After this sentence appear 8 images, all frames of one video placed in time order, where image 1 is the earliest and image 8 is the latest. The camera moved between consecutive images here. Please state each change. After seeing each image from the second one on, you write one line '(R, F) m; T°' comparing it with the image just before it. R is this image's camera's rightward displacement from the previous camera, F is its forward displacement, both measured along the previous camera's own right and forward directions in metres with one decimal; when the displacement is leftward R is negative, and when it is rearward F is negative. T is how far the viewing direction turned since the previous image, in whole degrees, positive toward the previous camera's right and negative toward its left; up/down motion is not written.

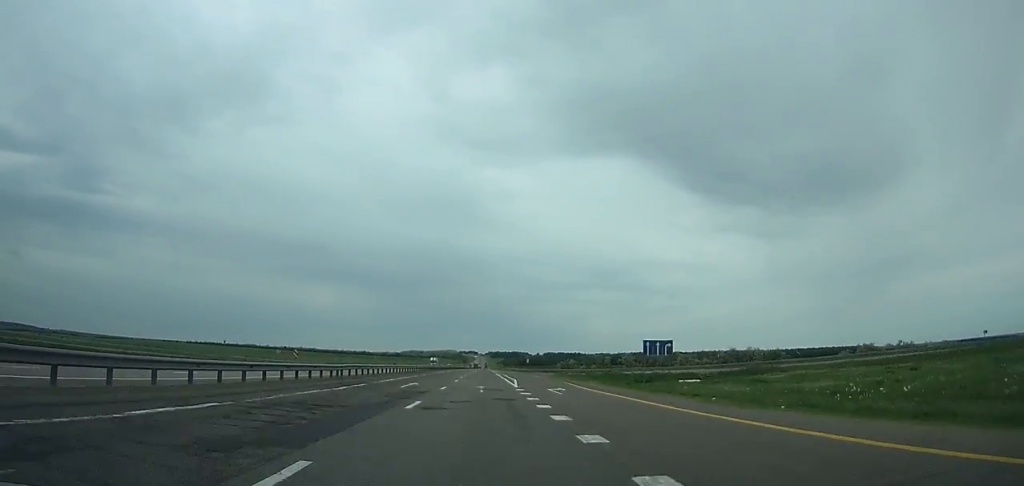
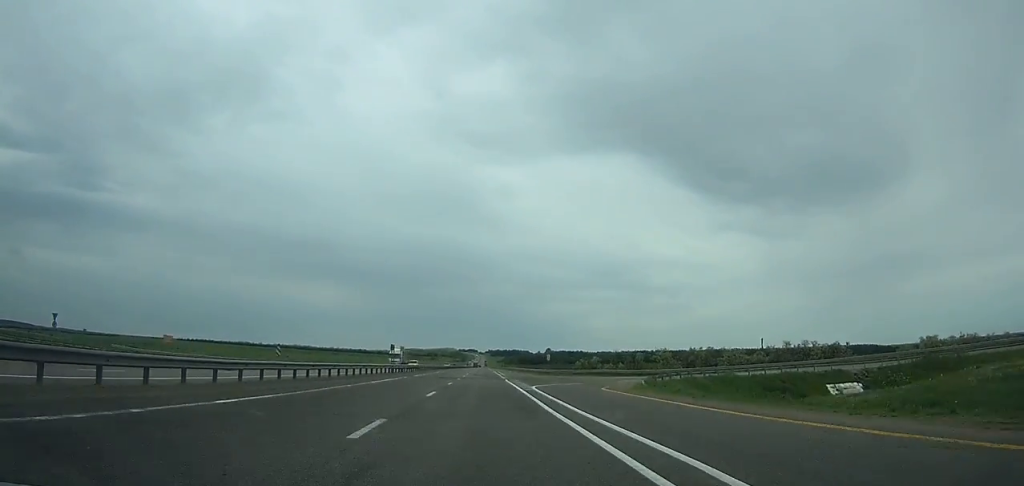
(0.0, +43.0) m; 0°
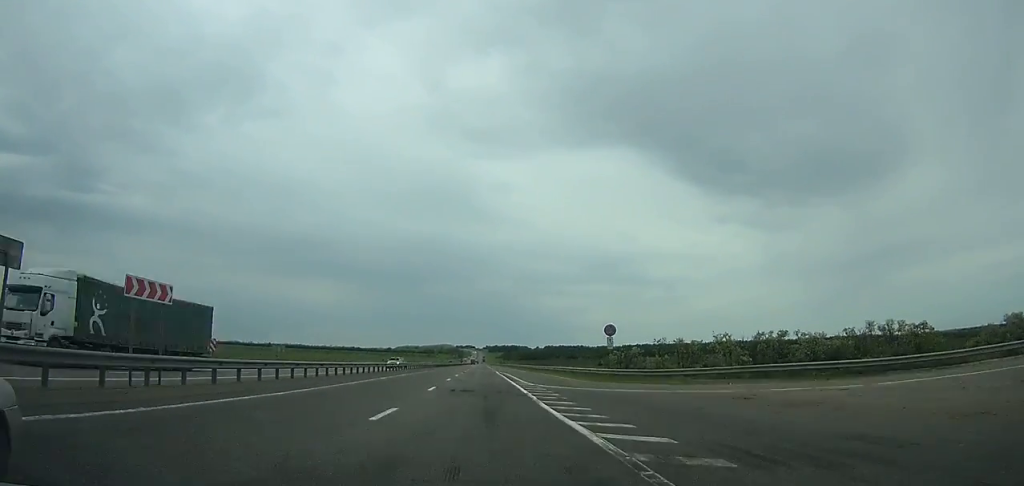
(0.0, +44.7) m; 0°
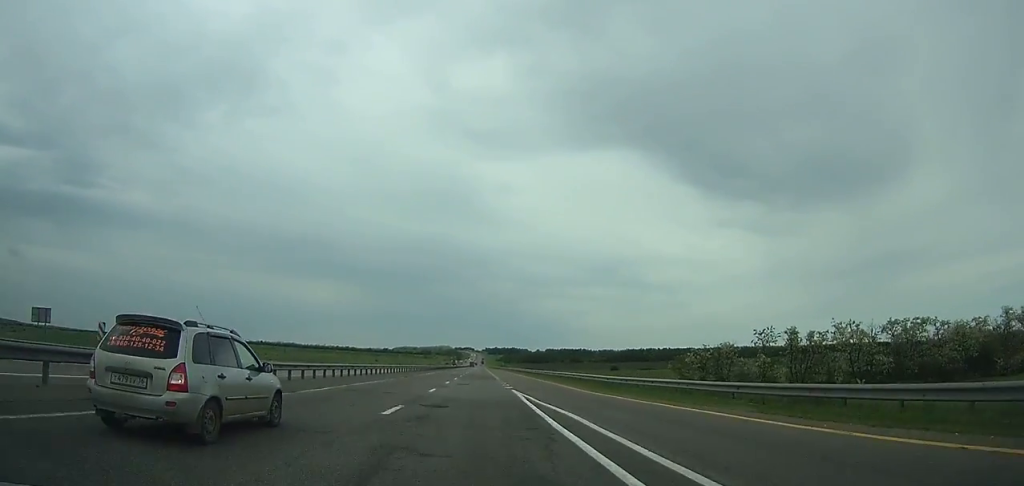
(0.0, +47.5) m; 0°
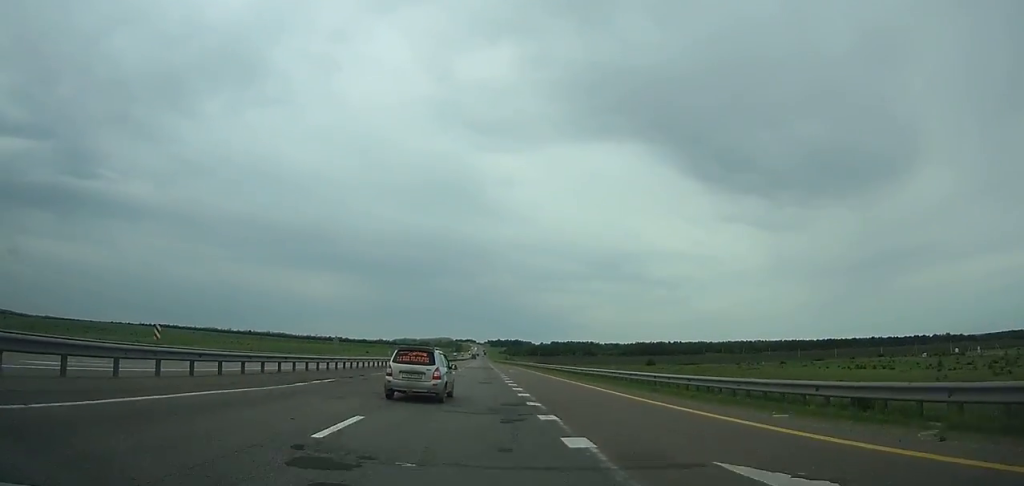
(-0.3, +79.2) m; 0°
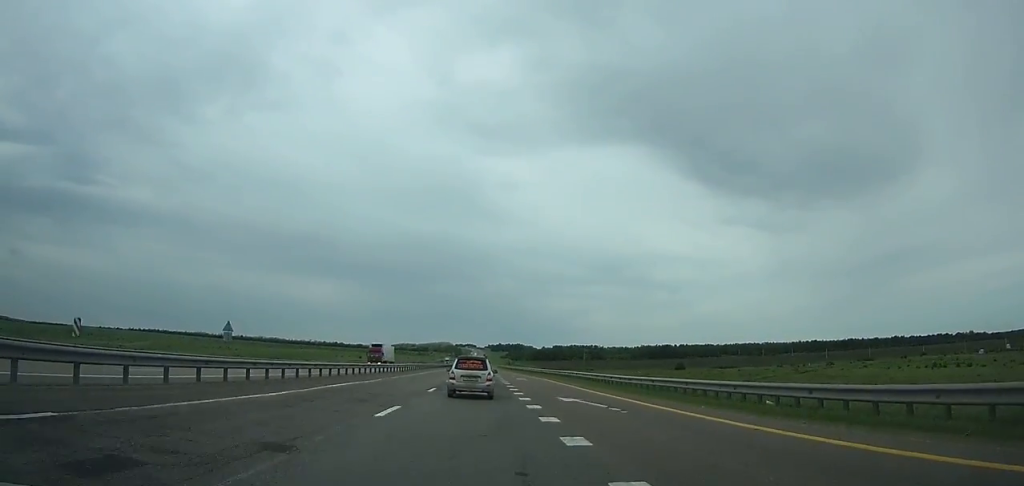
(0.0, +43.1) m; 0°
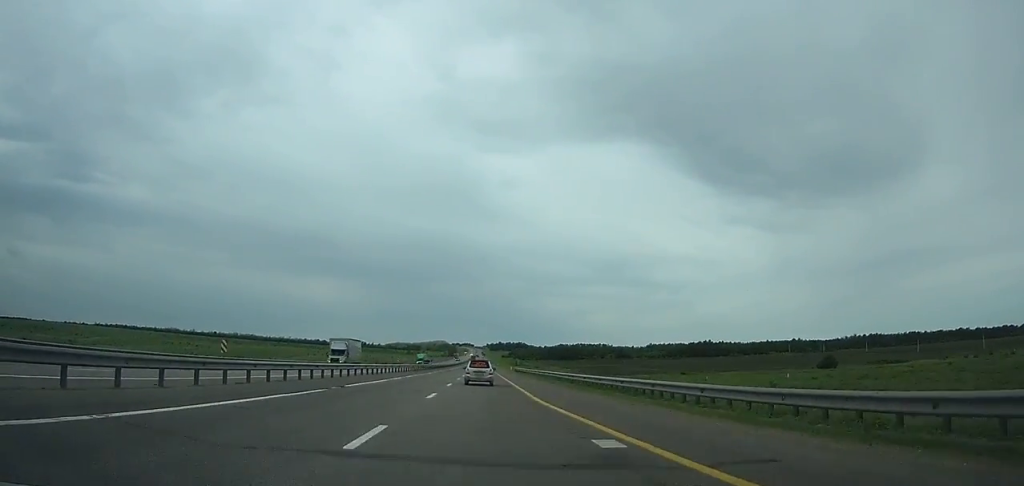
(+0.2, +113.9) m; 0°
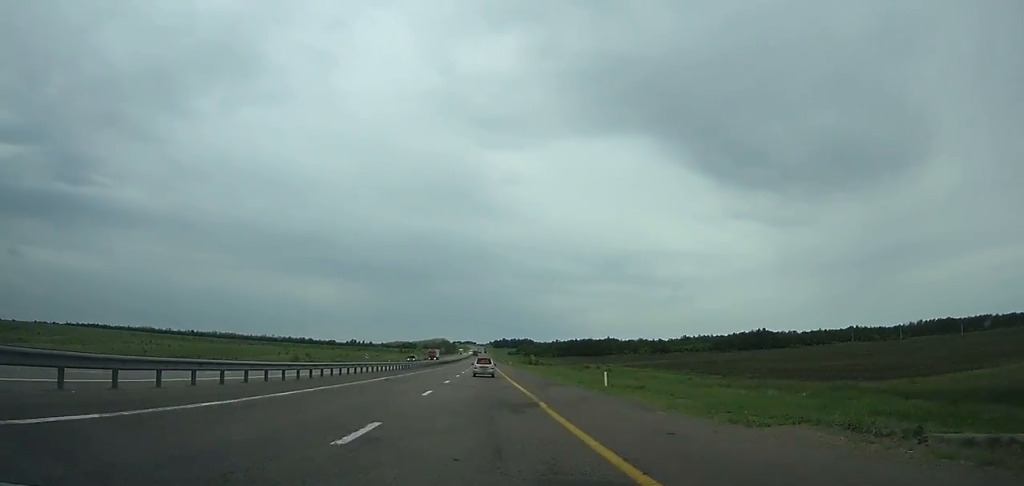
(+0.5, +95.4) m; 0°
